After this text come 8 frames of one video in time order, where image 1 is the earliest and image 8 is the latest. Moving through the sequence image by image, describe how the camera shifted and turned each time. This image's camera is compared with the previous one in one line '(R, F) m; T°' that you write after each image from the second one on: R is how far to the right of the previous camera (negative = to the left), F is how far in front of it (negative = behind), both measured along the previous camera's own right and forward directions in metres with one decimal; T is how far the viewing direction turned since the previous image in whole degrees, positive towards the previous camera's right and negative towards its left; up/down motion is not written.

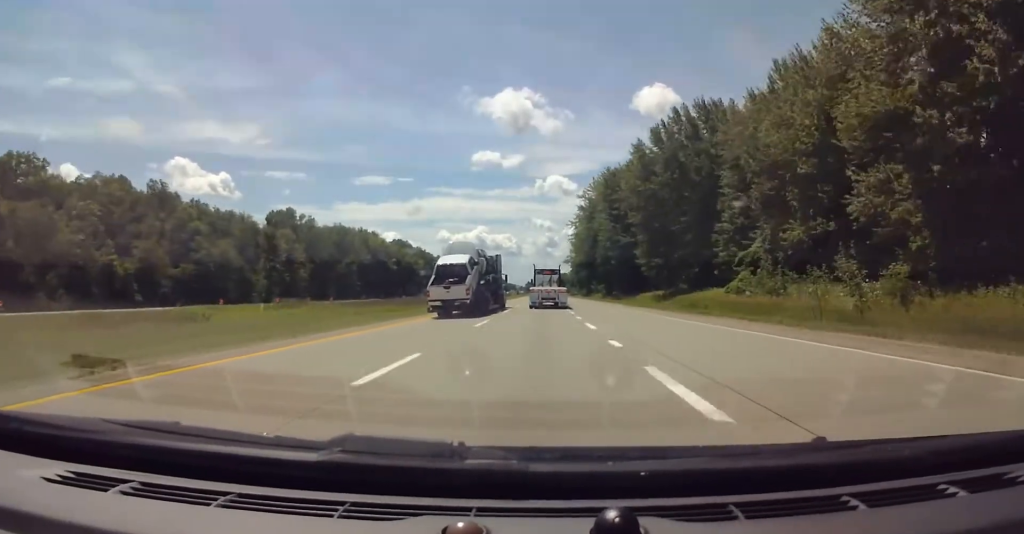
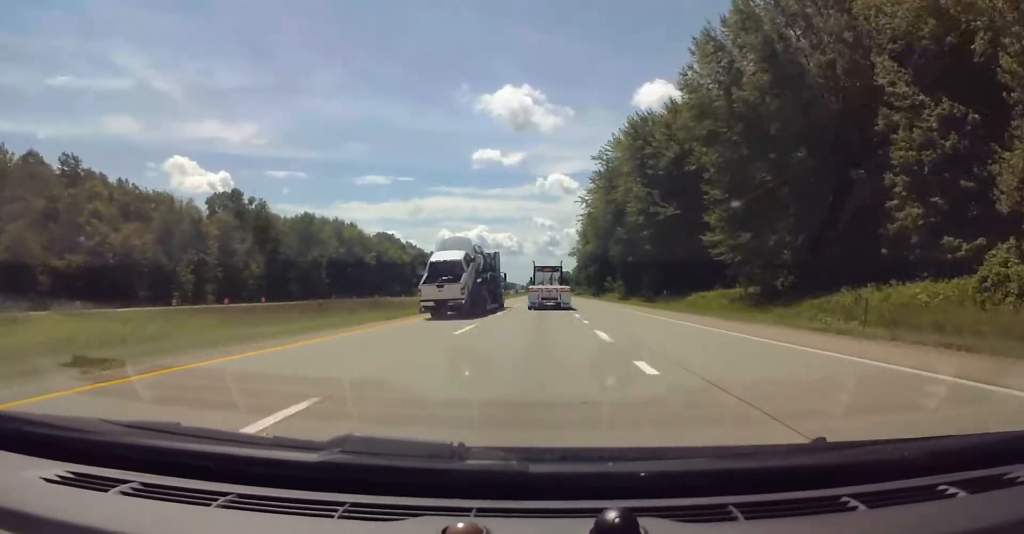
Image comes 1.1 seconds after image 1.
(-0.3, +36.2) m; 0°
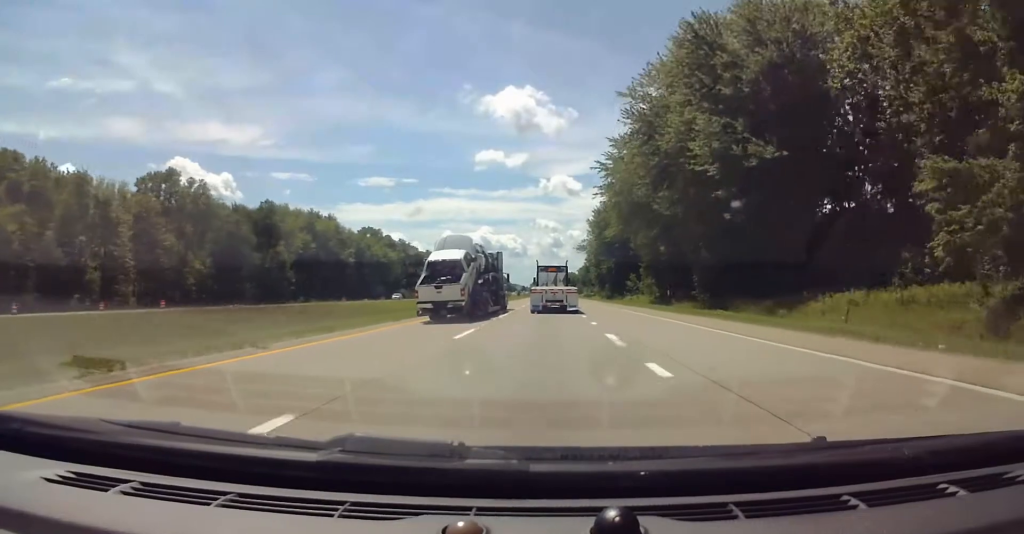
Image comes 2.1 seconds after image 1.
(0.0, +31.5) m; 0°
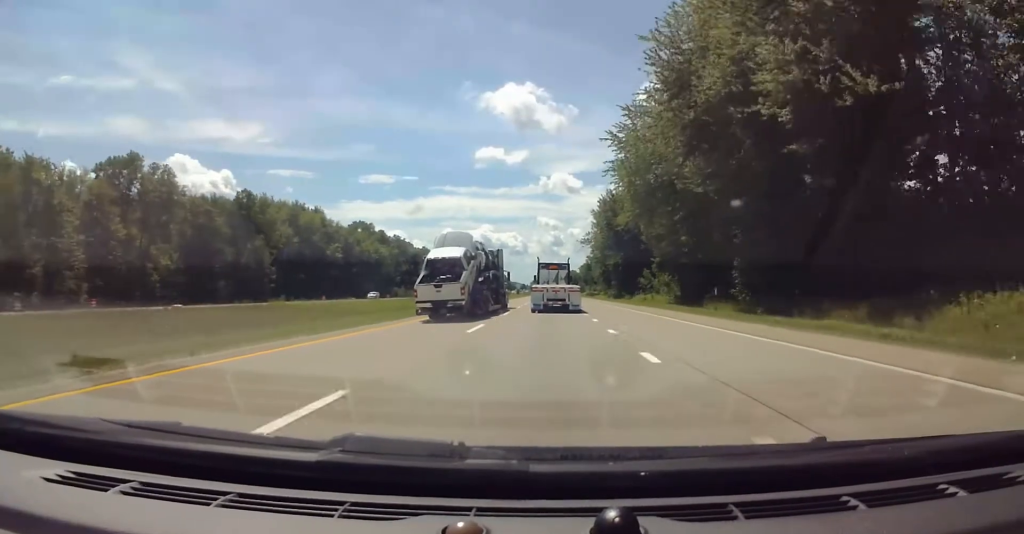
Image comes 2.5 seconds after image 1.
(0.0, +14.0) m; 0°
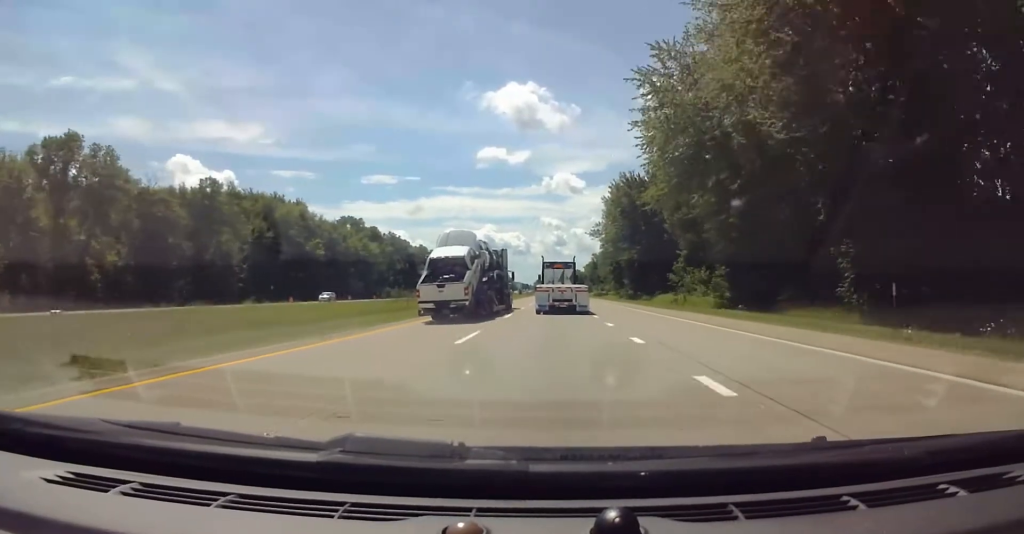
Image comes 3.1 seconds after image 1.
(0.0, +19.2) m; 0°
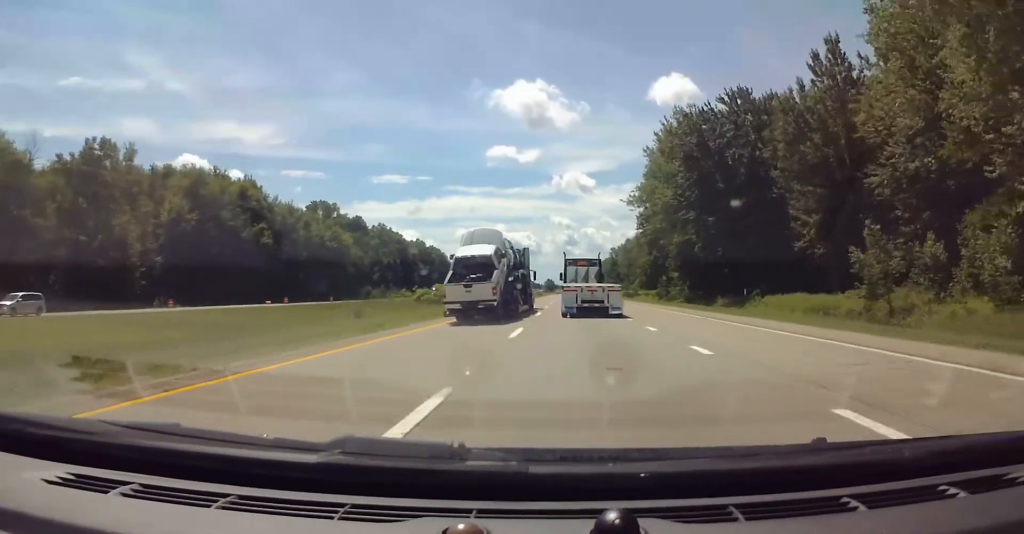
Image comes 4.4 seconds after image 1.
(0.0, +41.9) m; +1°
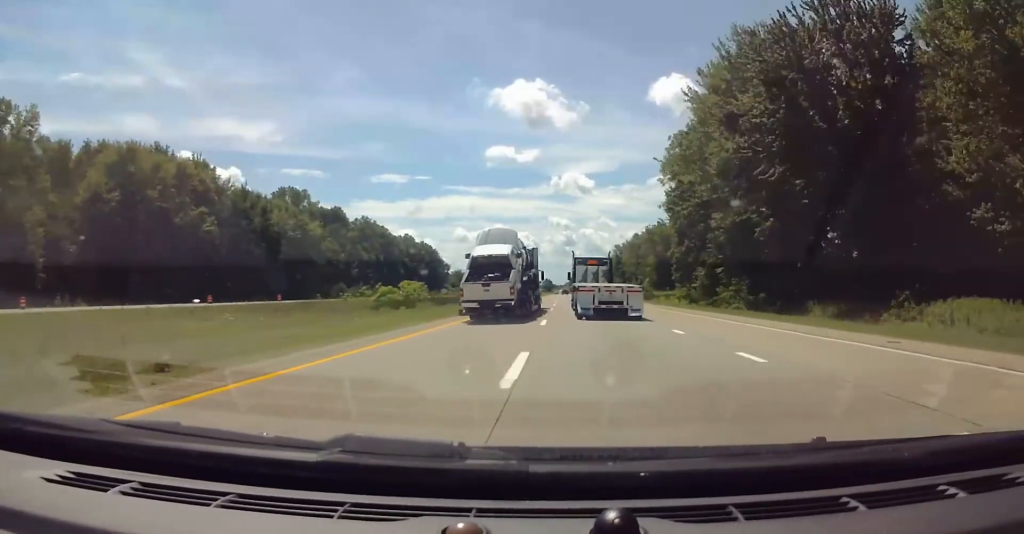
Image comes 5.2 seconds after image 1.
(+0.2, +24.6) m; 0°
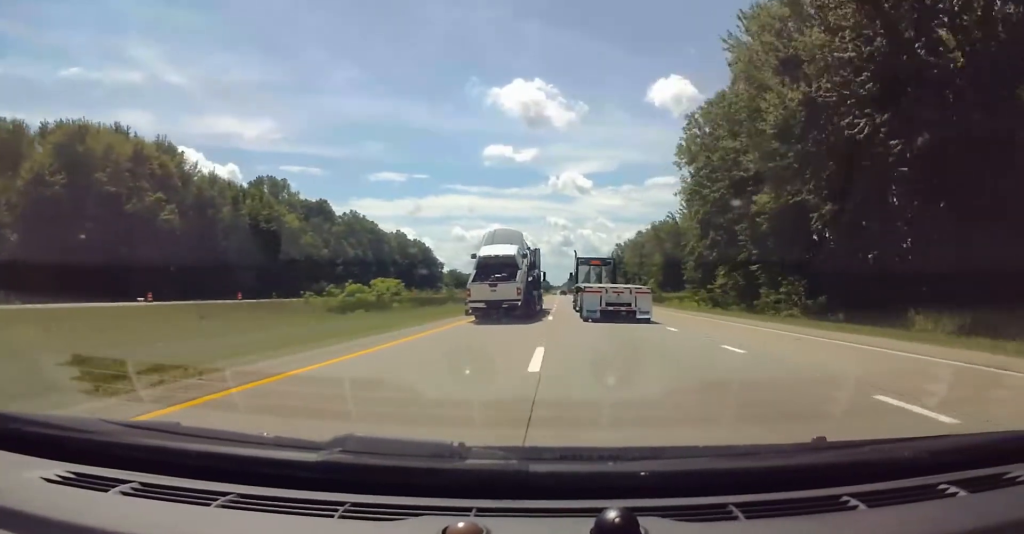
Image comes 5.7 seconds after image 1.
(+0.1, +13.3) m; 0°
